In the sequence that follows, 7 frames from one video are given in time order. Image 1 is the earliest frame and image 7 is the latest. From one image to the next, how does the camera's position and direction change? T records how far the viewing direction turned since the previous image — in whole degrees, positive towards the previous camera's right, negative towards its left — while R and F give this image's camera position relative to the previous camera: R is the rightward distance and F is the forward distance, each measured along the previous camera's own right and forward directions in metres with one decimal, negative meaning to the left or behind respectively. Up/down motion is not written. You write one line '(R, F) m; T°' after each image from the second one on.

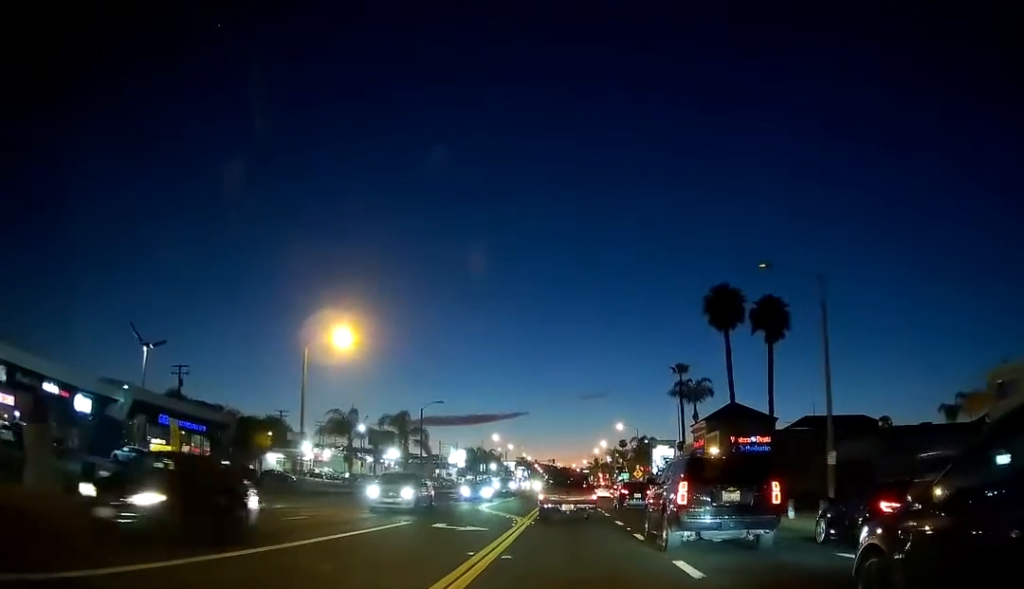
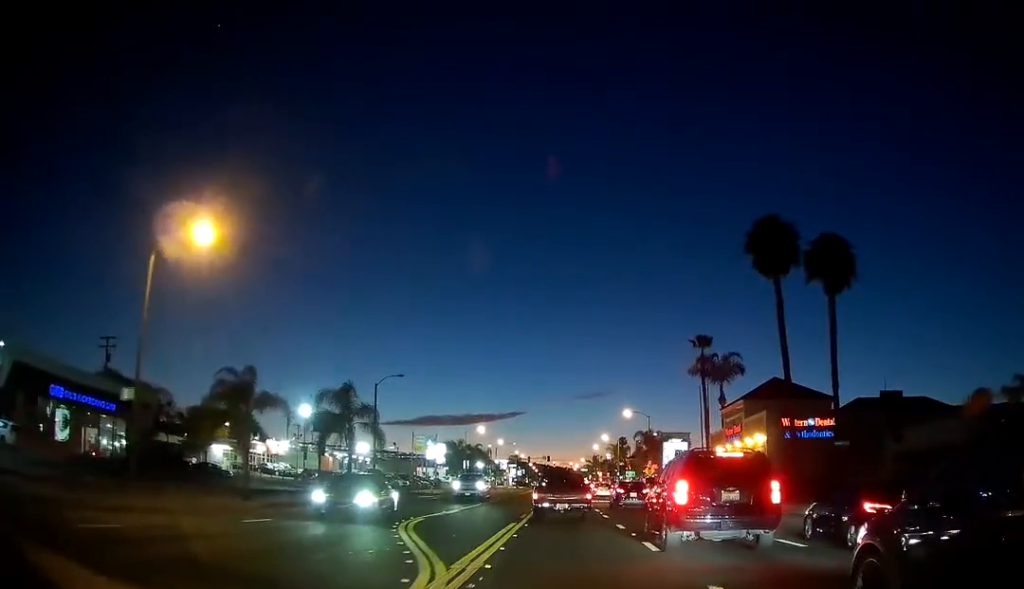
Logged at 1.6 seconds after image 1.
(+0.2, +18.2) m; 0°
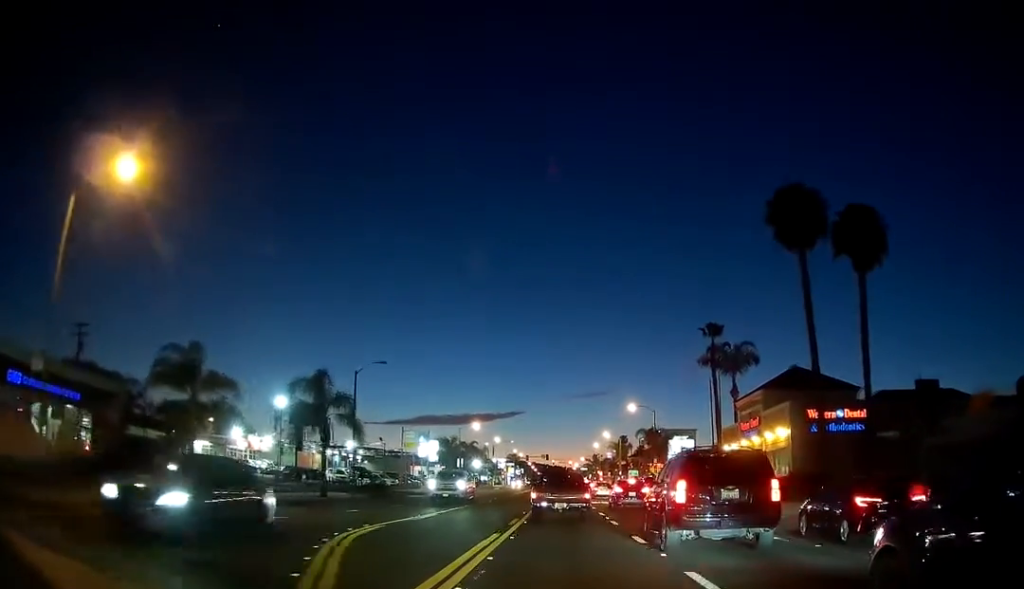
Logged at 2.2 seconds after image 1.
(-0.1, +6.4) m; -1°
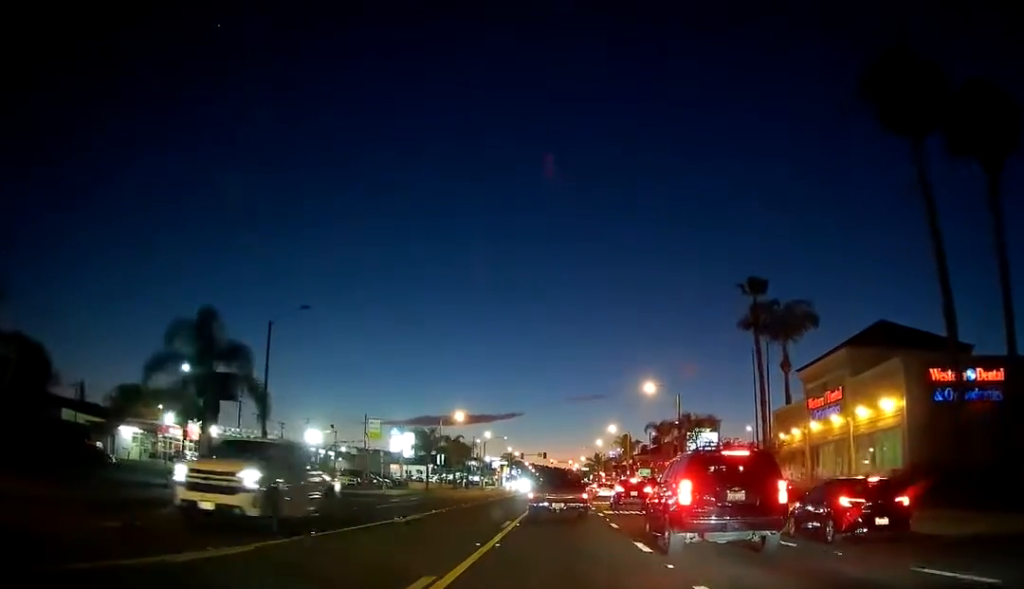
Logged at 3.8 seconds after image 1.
(-0.1, +17.3) m; 0°
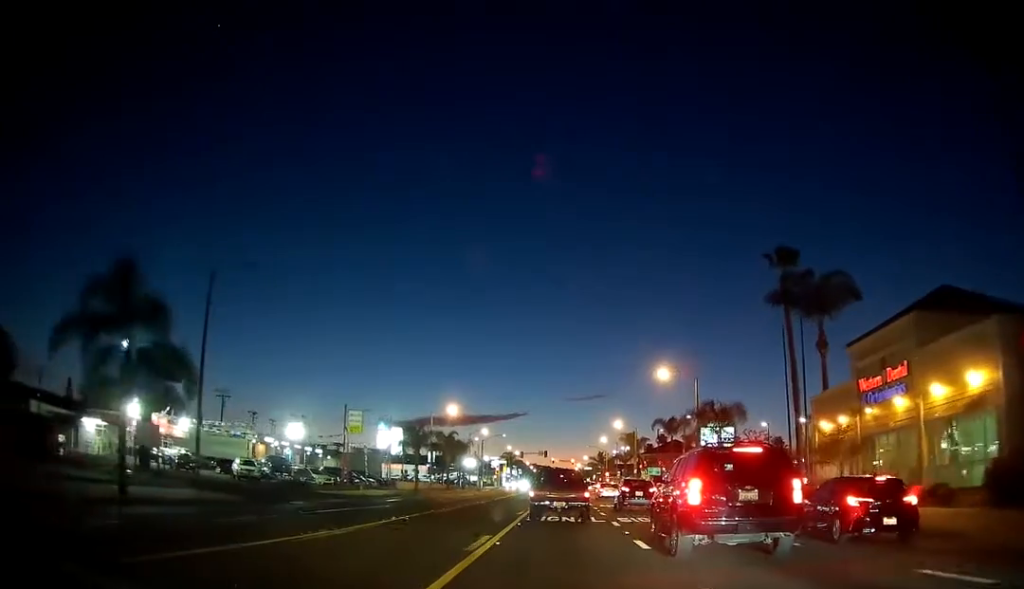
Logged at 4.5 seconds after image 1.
(0.0, +7.7) m; +1°
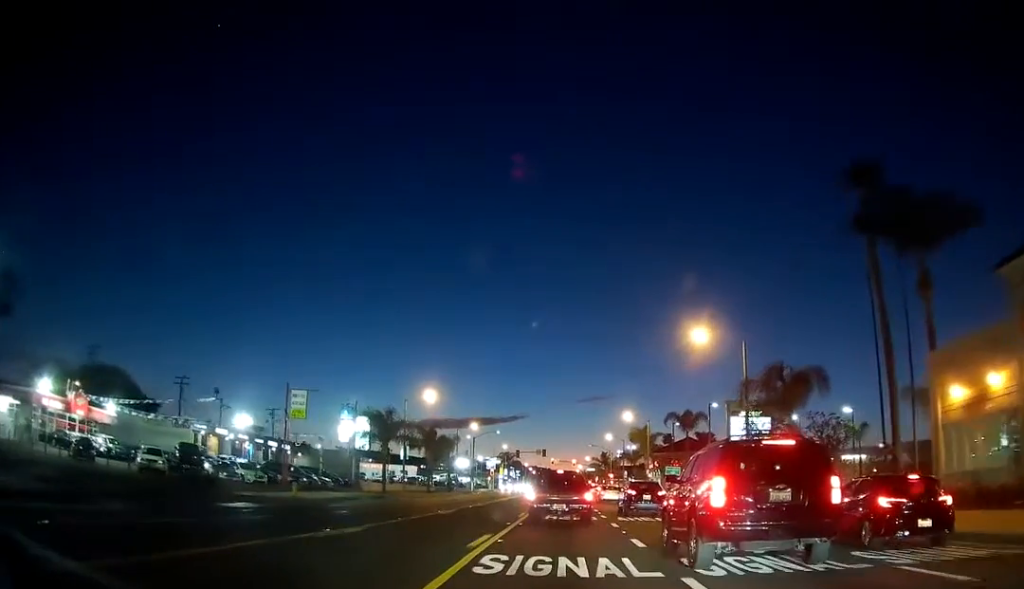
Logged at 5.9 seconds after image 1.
(0.0, +14.6) m; -1°
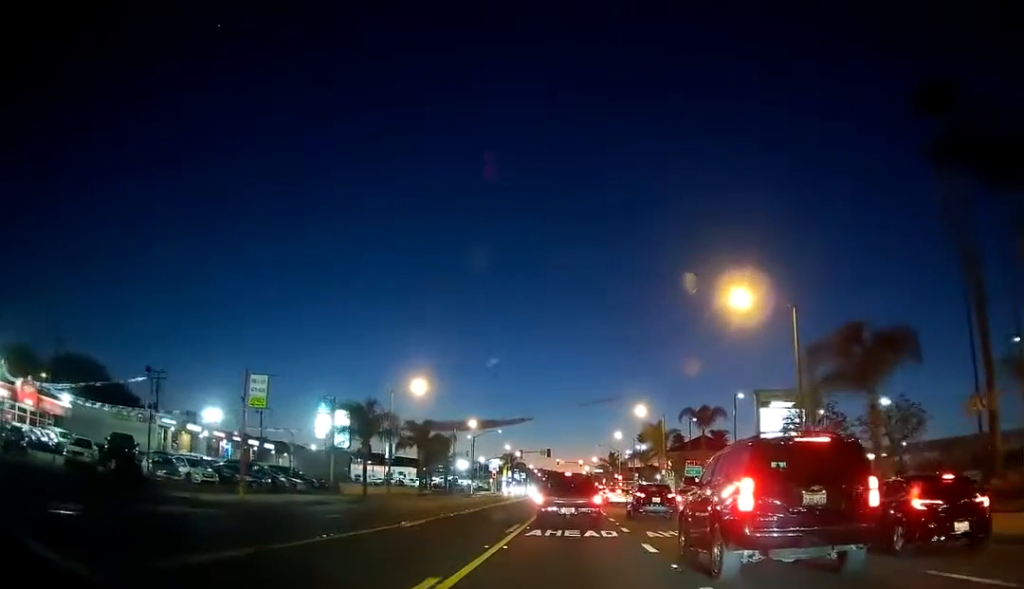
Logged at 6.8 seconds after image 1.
(-0.1, +8.6) m; 0°
